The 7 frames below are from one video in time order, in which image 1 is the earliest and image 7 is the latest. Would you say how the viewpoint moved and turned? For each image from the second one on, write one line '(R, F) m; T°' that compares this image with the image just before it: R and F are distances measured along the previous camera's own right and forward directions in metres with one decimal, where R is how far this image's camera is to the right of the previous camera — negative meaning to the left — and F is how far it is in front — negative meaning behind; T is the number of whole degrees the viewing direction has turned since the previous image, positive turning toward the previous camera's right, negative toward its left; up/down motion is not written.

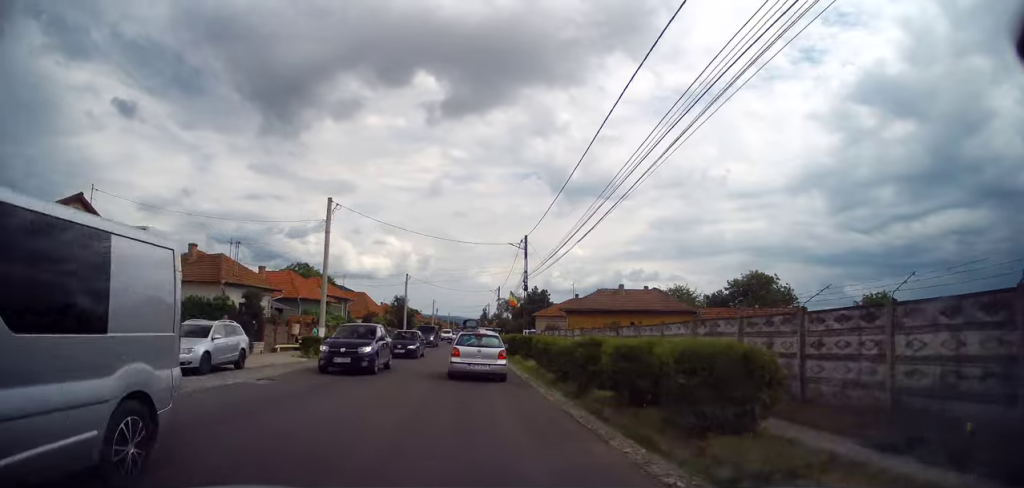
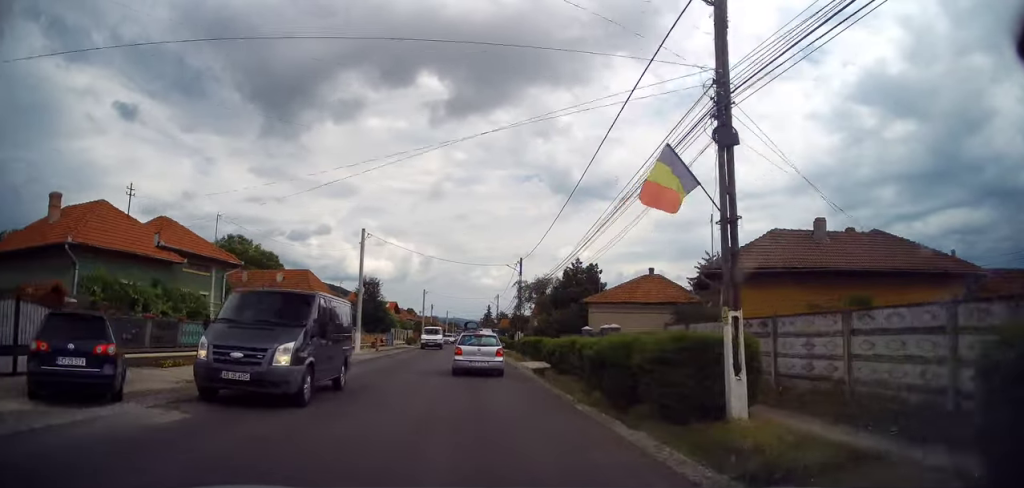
(-0.2, +28.7) m; +1°
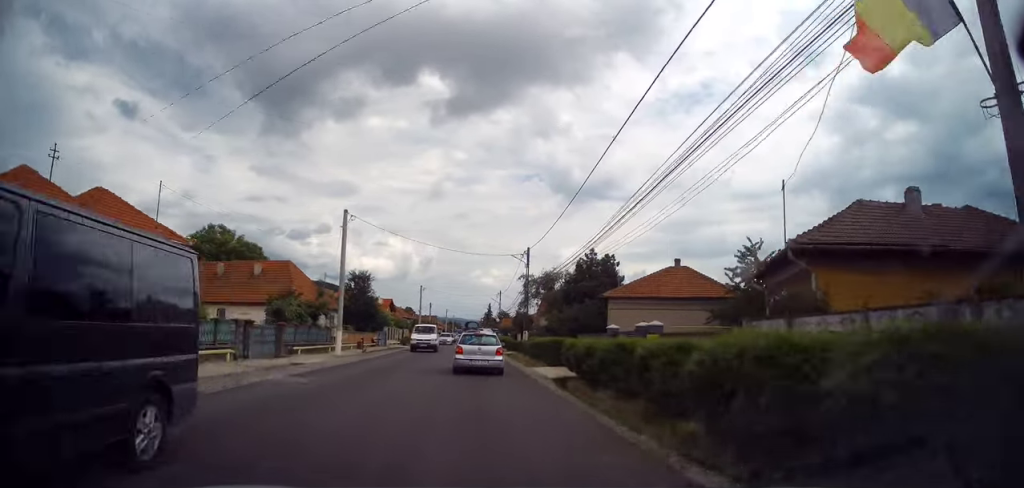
(+0.3, +5.4) m; 0°
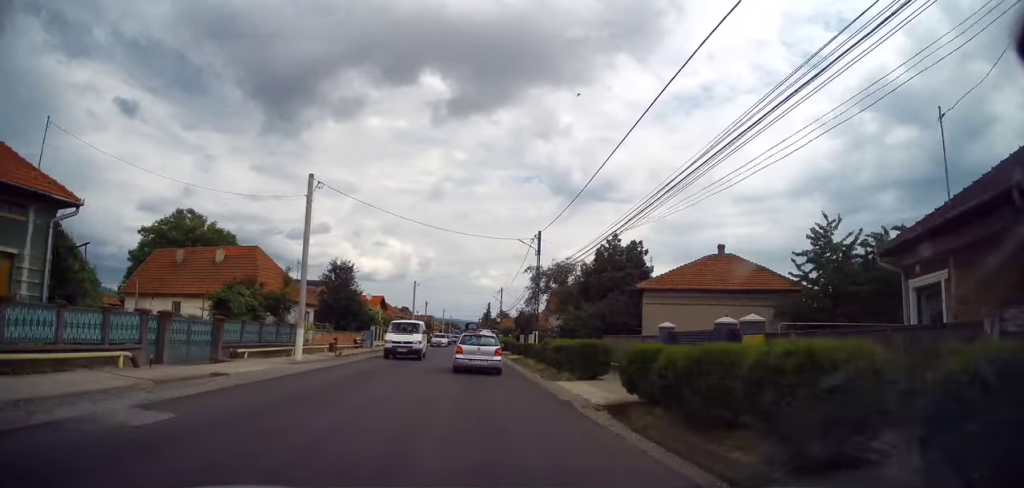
(-0.2, +7.1) m; -2°
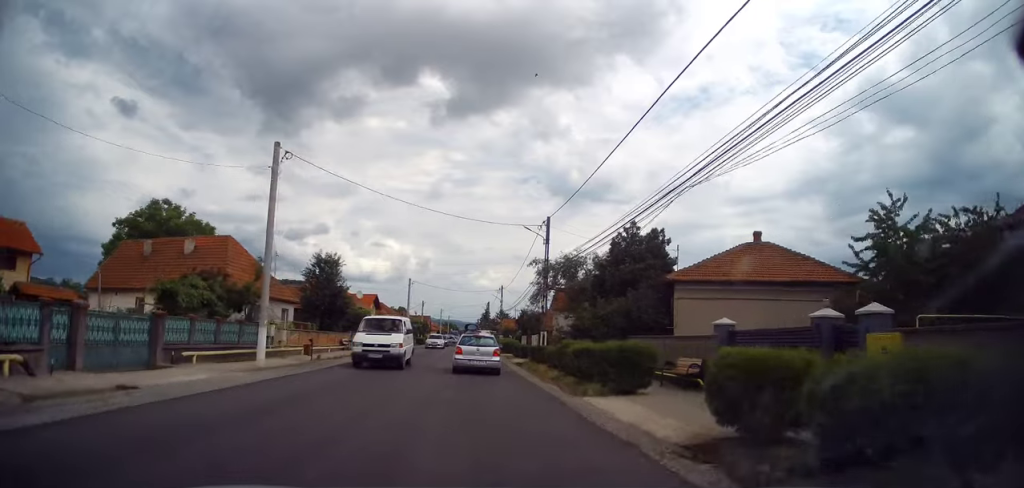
(-0.1, +4.3) m; -1°
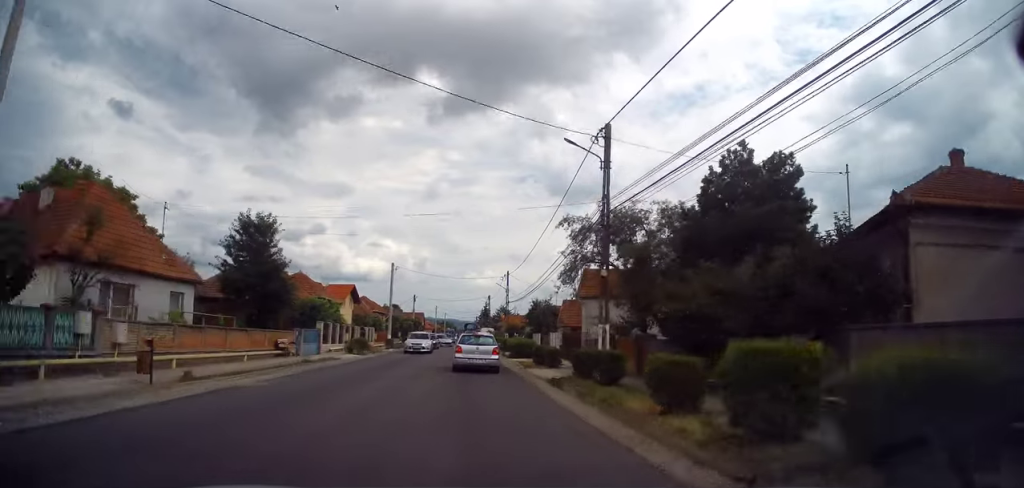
(+0.5, +13.2) m; +3°
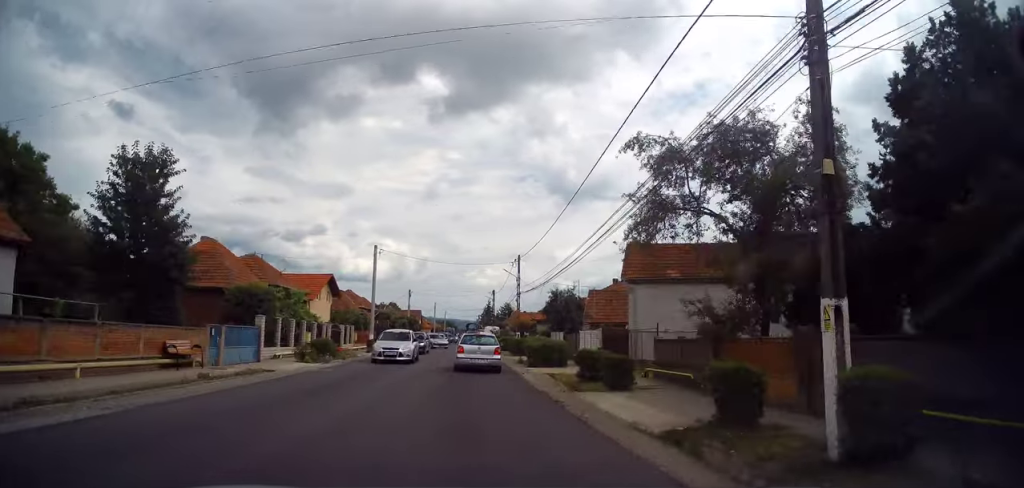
(-0.1, +10.6) m; -2°
